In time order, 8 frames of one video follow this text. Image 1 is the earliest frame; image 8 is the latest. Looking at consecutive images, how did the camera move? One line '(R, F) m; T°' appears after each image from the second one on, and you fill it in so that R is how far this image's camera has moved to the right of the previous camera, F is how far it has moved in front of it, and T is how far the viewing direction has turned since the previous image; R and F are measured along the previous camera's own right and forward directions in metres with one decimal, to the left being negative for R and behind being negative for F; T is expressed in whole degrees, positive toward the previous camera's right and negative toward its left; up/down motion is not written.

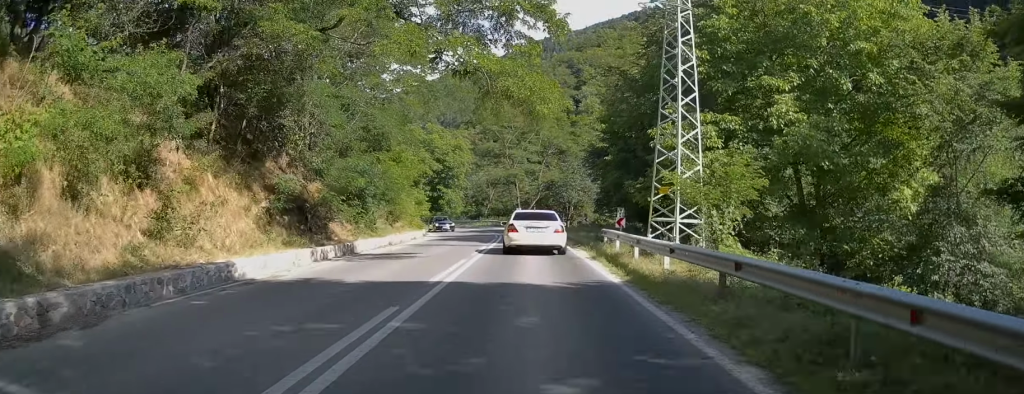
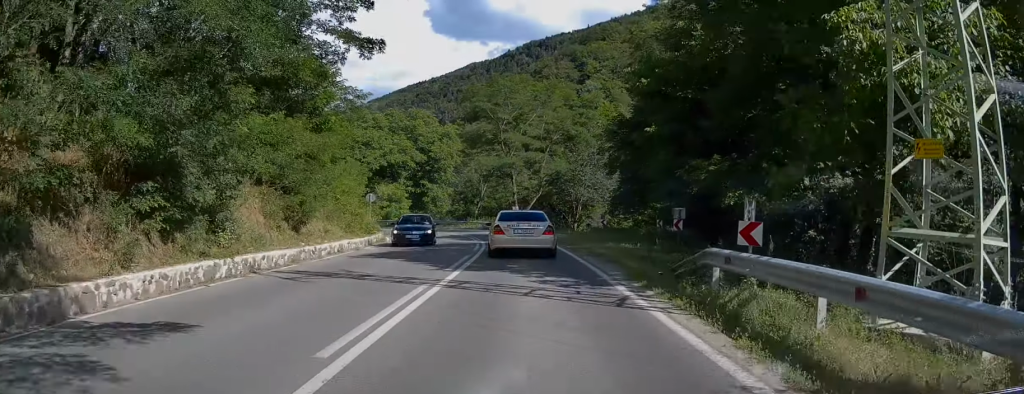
(+0.4, +14.7) m; +1°
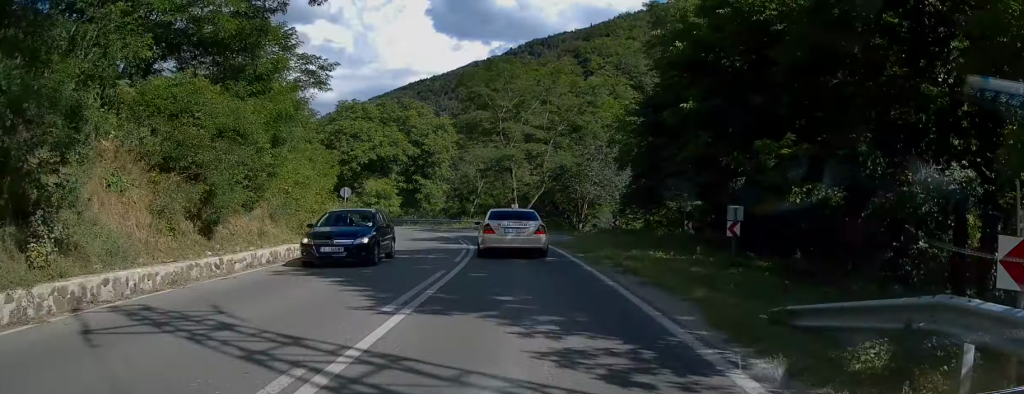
(0.0, +6.2) m; -1°
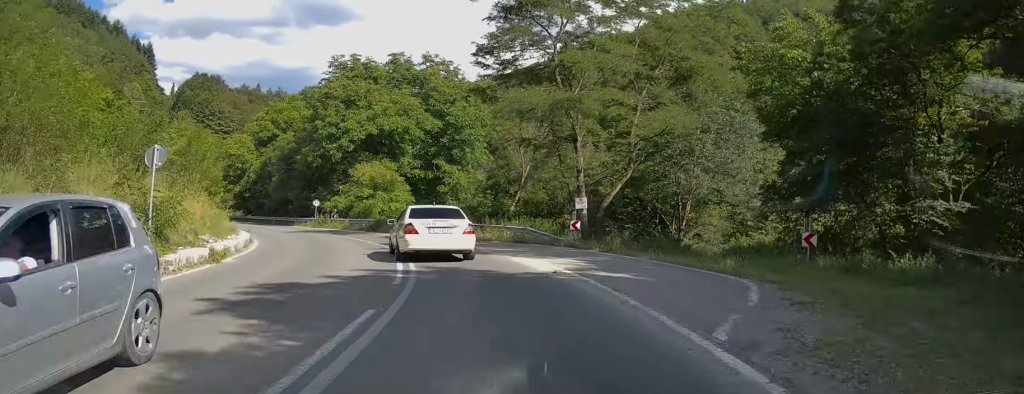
(-0.7, +23.6) m; -8°
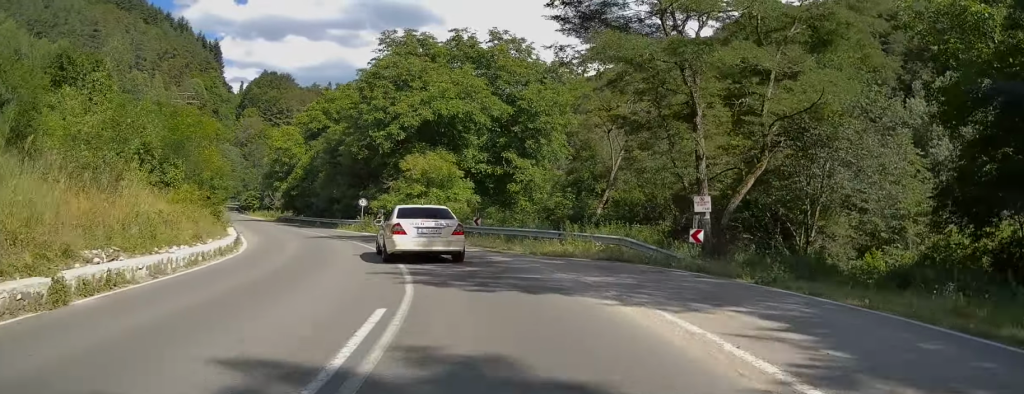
(-0.6, +8.9) m; -8°
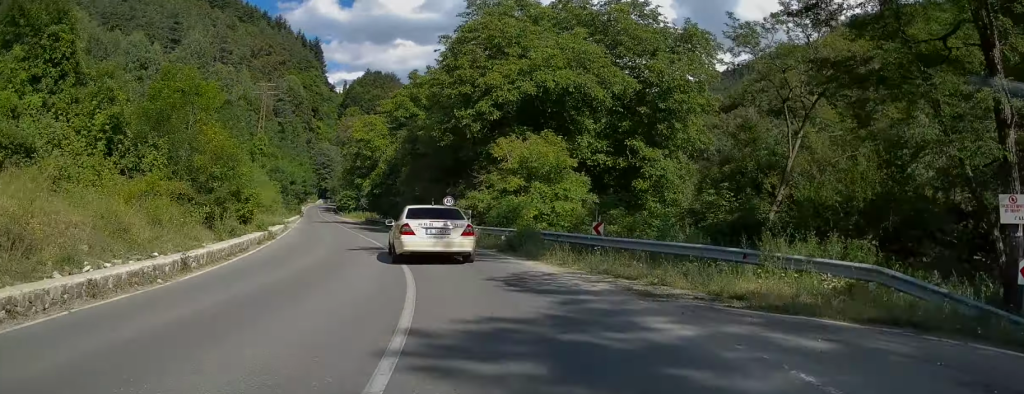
(-0.9, +10.1) m; -9°
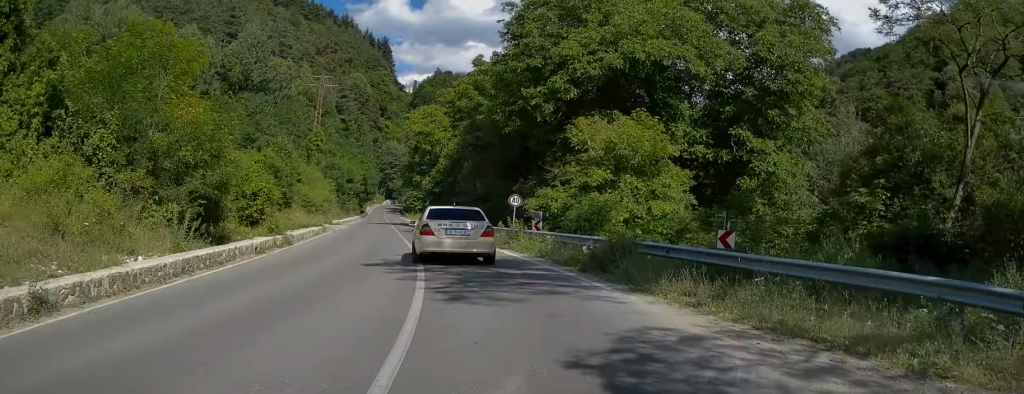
(-0.1, +6.6) m; -5°
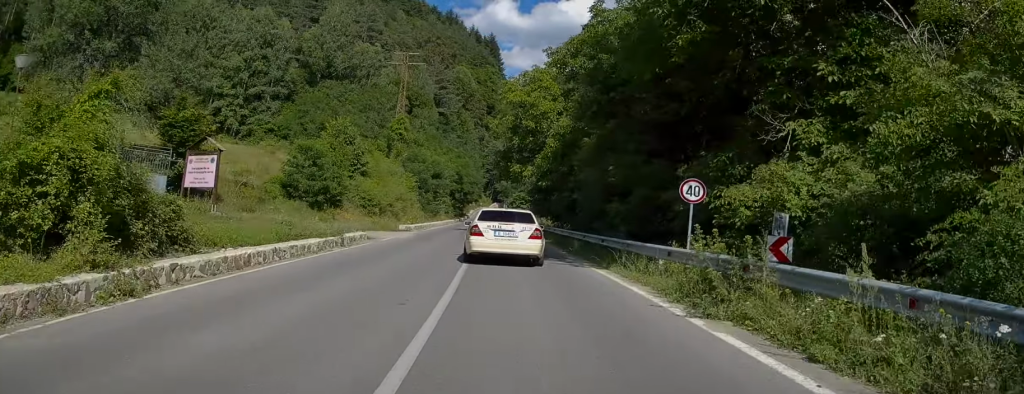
(-1.4, +15.7) m; -7°
